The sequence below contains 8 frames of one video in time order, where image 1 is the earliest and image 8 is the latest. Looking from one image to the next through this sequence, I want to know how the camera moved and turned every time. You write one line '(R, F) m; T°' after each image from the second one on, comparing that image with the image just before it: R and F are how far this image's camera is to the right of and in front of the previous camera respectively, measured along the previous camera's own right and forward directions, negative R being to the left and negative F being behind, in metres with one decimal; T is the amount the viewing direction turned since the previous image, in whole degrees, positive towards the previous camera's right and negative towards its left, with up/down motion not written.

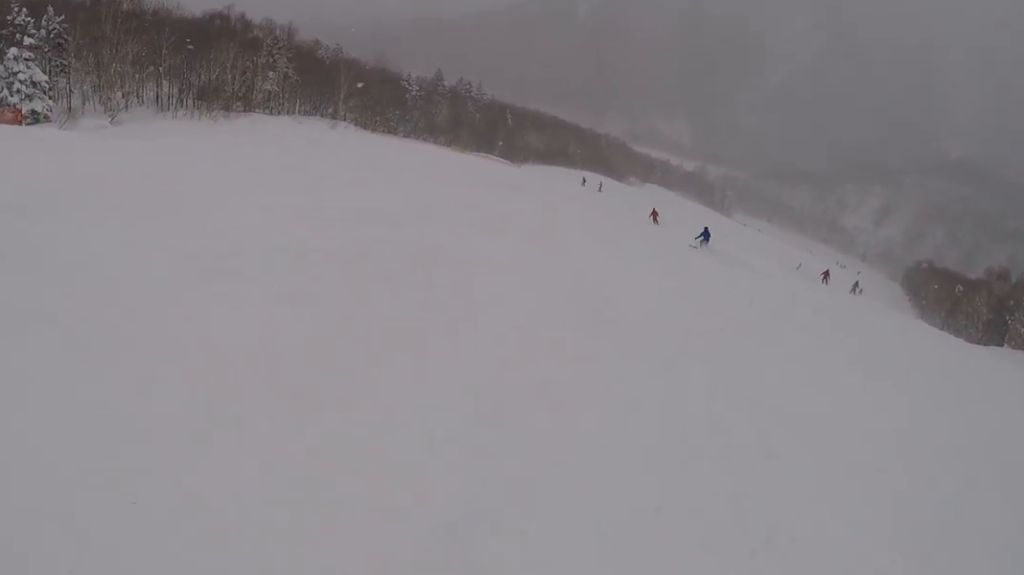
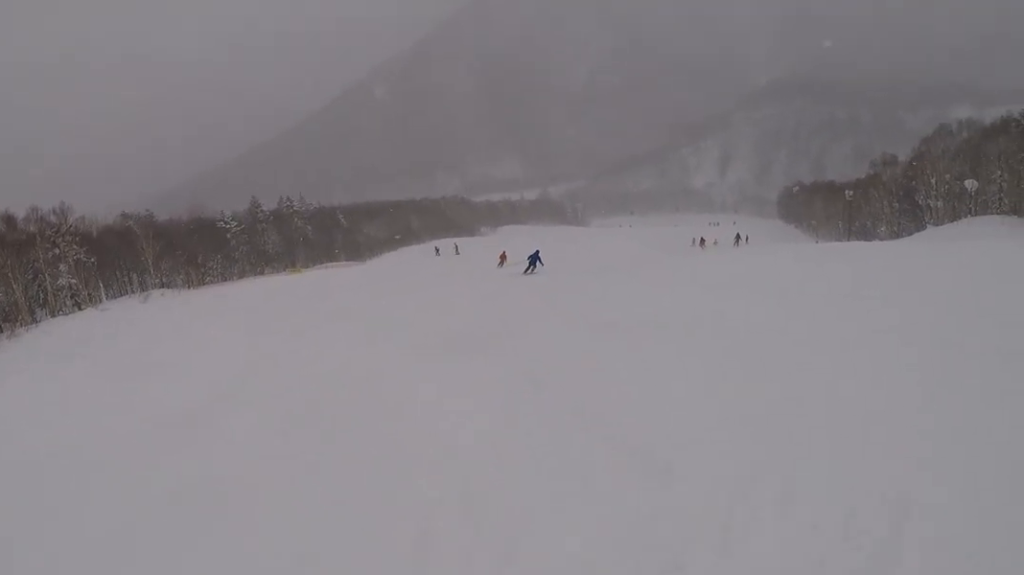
(0.0, +11.2) m; 0°
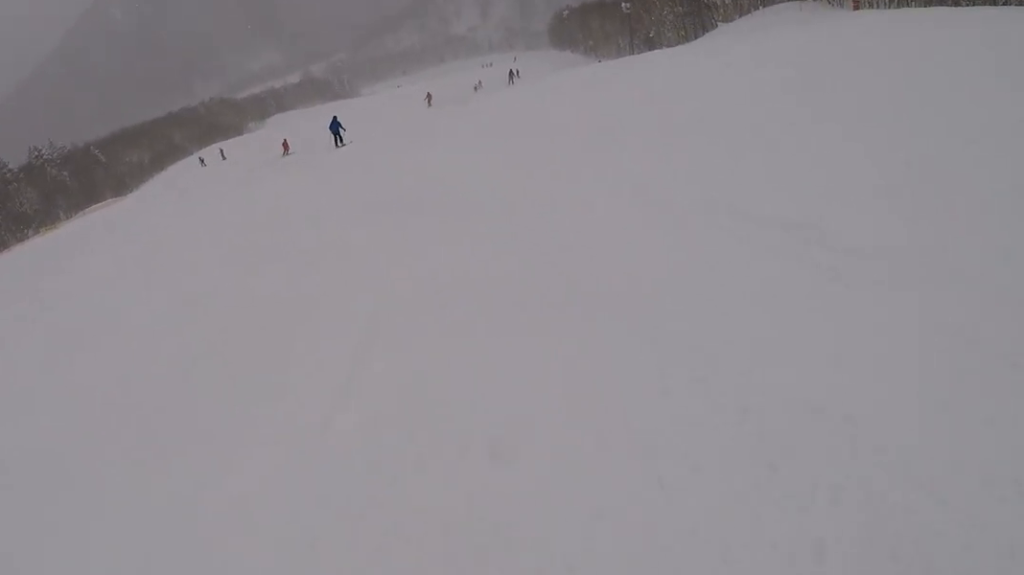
(0.0, +6.4) m; 0°
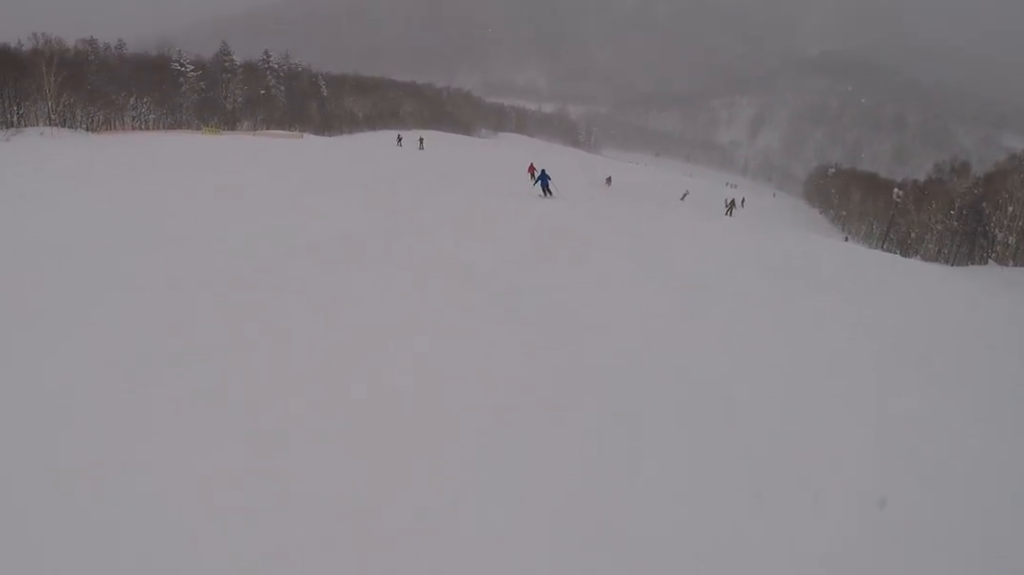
(0.0, +9.8) m; -7°
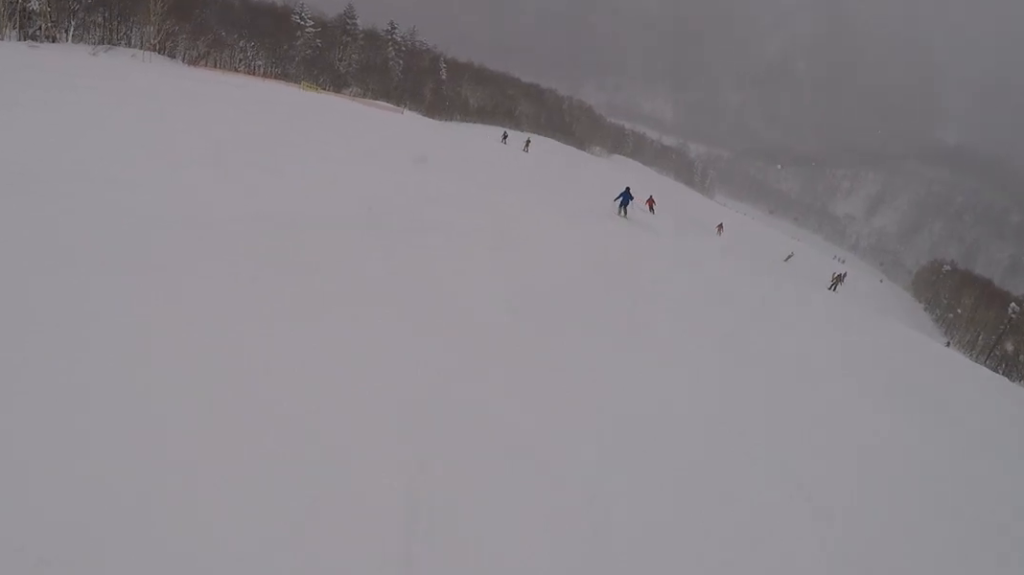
(-0.3, +4.0) m; -3°
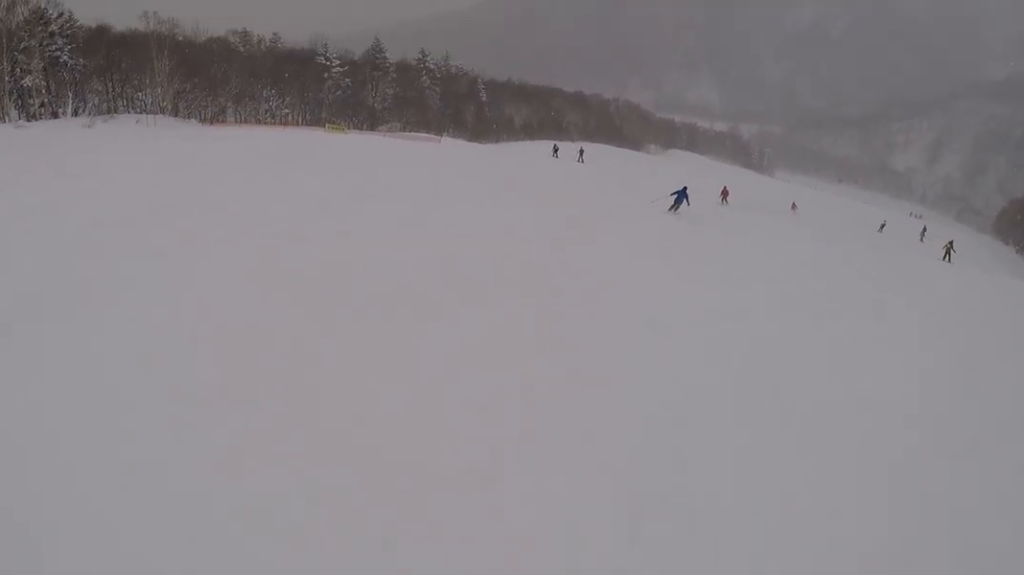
(-0.7, +7.3) m; -2°
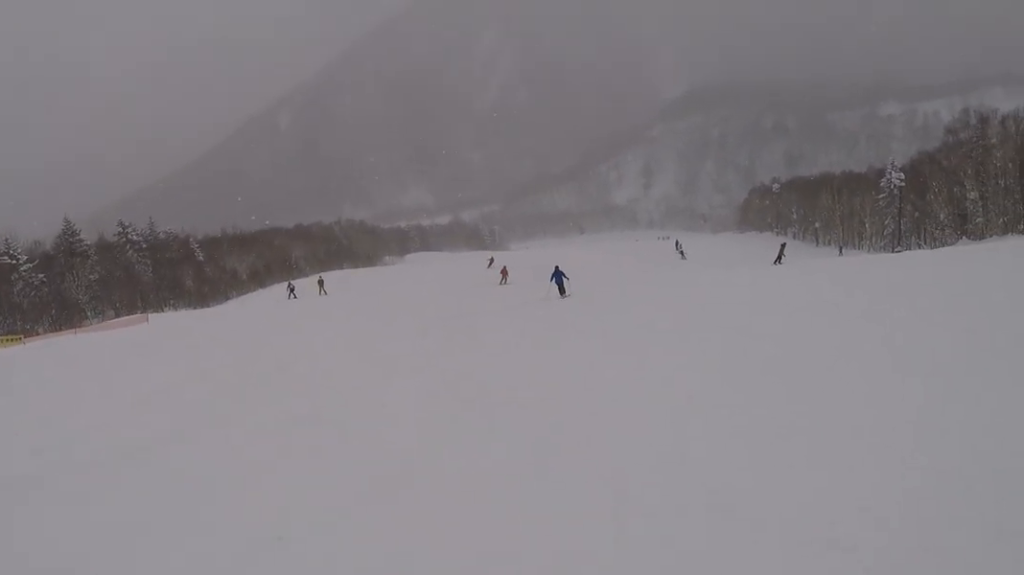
(+2.3, +12.8) m; +16°
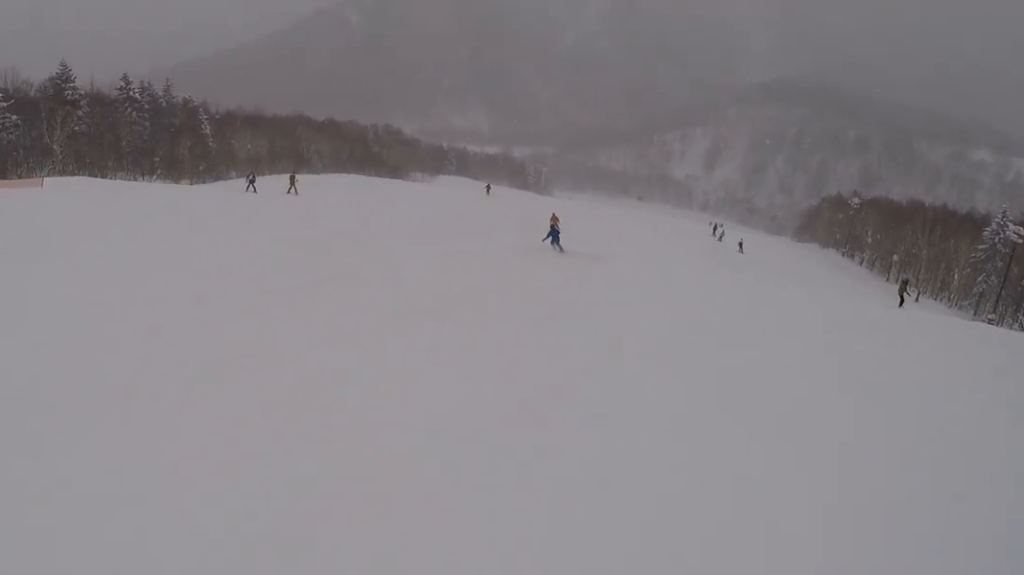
(-0.1, +12.9) m; -7°
